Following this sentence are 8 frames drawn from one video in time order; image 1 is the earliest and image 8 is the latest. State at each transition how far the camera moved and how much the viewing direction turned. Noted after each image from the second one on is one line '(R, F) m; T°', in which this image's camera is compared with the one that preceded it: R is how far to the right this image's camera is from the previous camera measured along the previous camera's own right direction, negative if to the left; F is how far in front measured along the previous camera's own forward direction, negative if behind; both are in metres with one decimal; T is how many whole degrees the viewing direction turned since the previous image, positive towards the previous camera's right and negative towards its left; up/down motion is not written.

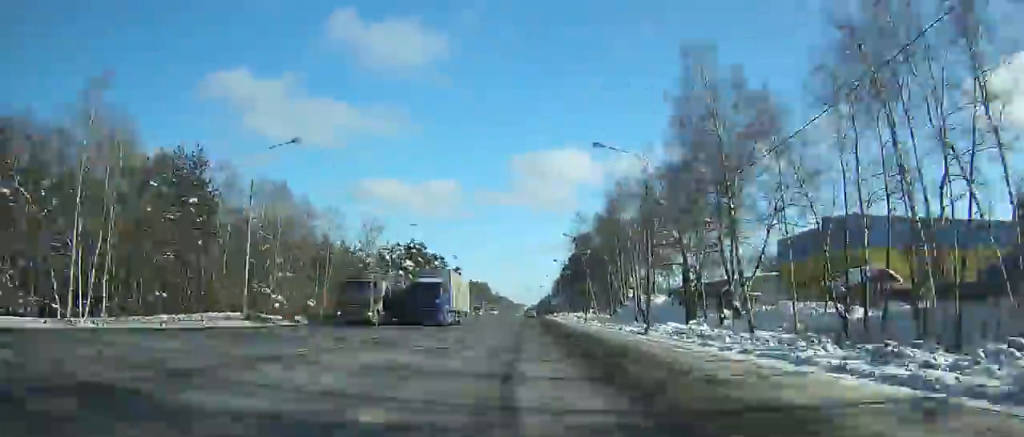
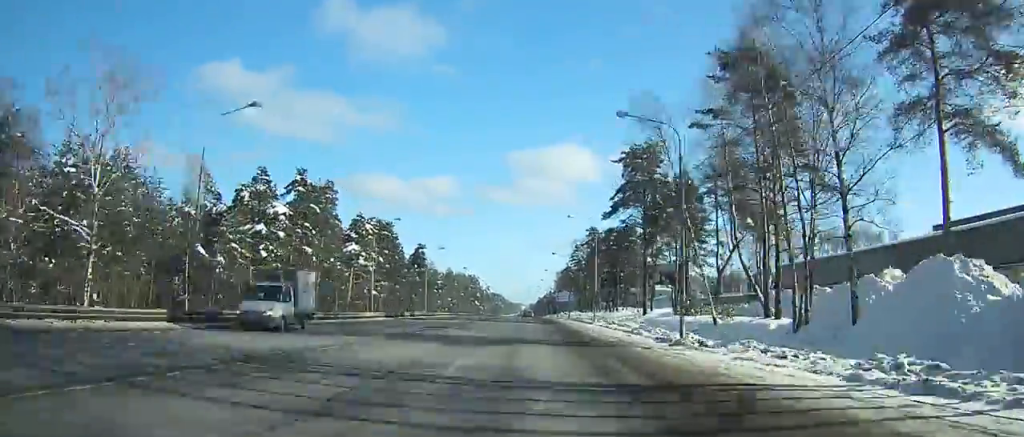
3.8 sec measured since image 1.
(-0.7, +74.3) m; 0°
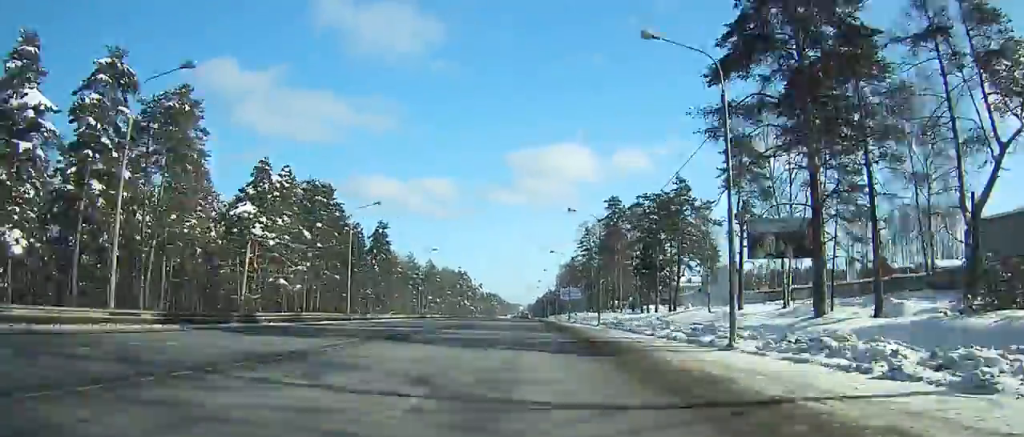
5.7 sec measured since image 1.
(+0.5, +39.0) m; +1°
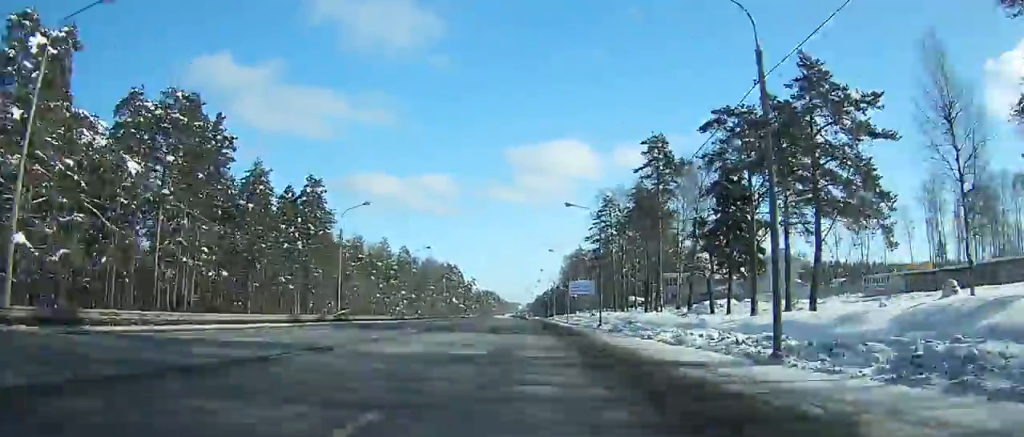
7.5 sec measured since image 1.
(+0.9, +37.8) m; +1°
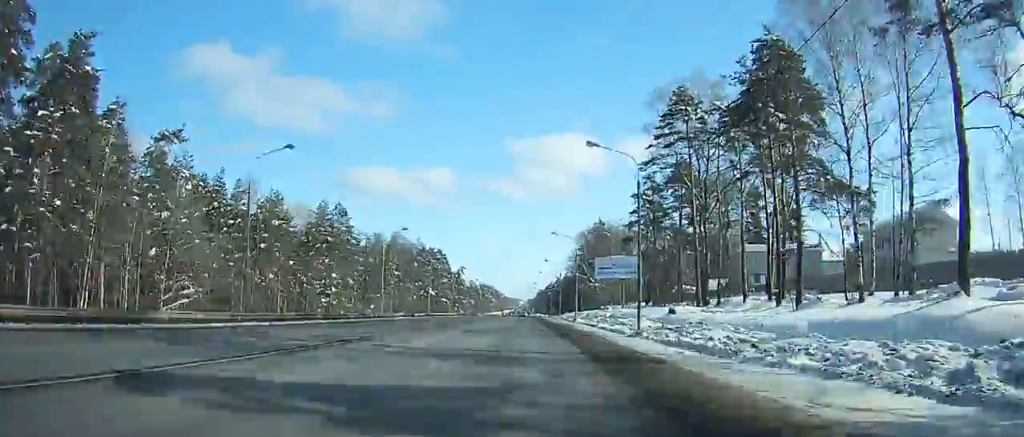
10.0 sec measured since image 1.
(-0.7, +52.3) m; -1°
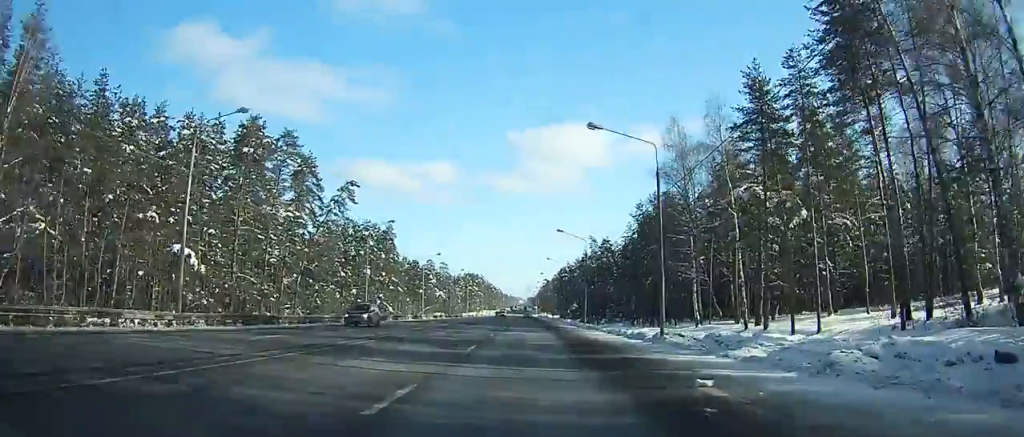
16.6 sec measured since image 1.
(-5.9, +134.7) m; -1°
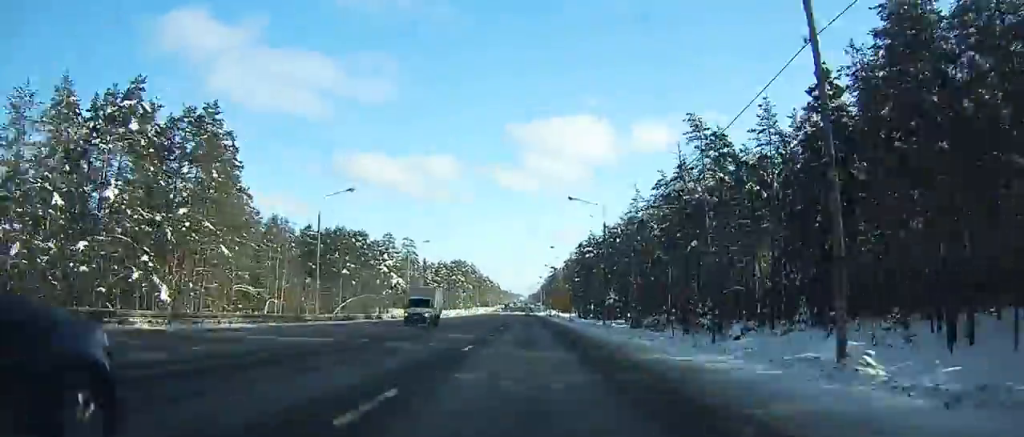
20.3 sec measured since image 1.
(+4.5, +92.9) m; +2°
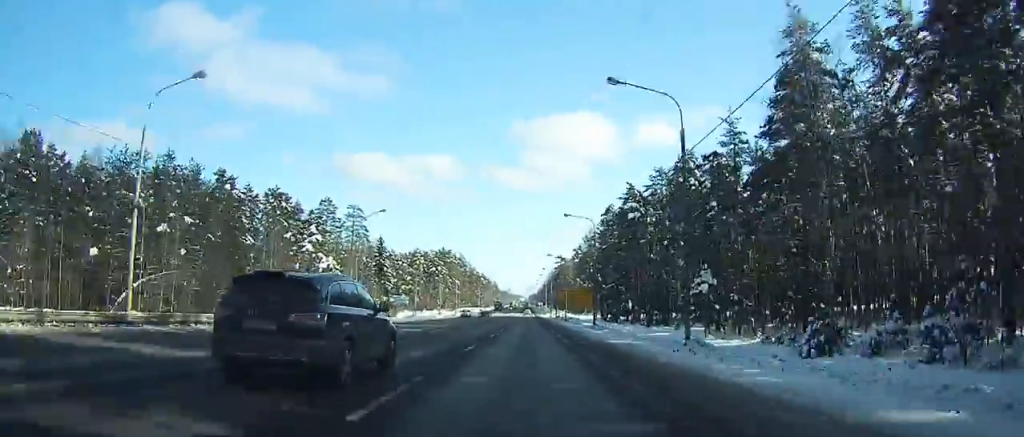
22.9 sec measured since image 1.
(-1.1, +65.8) m; -1°
